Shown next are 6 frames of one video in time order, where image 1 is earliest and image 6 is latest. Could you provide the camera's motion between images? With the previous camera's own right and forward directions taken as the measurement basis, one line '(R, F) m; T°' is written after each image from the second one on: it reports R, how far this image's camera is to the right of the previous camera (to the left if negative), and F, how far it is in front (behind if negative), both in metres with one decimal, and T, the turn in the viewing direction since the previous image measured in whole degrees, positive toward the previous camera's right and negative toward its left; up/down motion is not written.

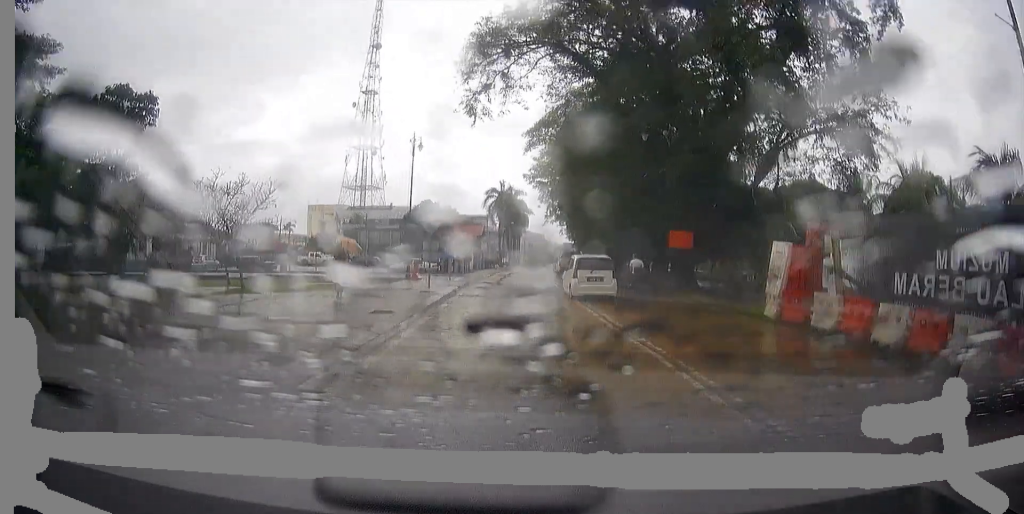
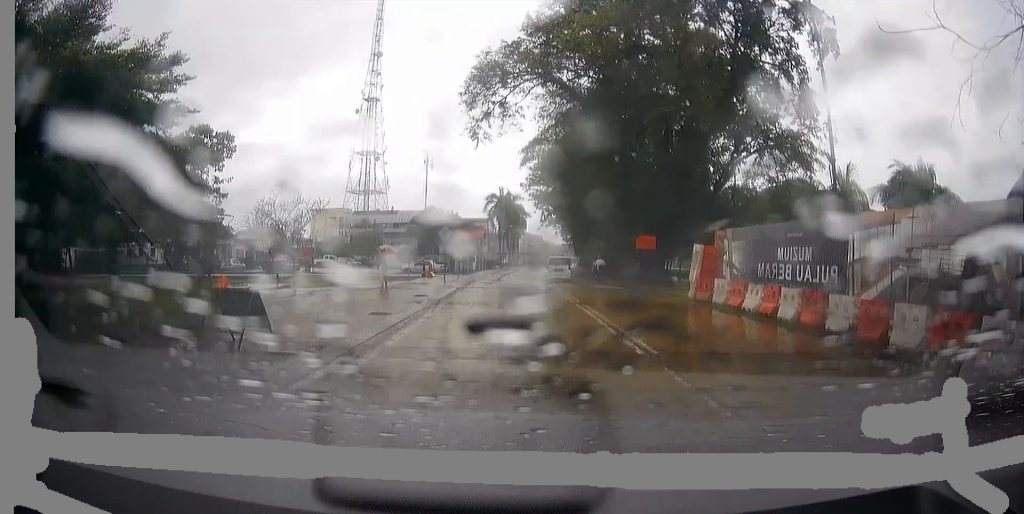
(+0.2, +6.7) m; +1°
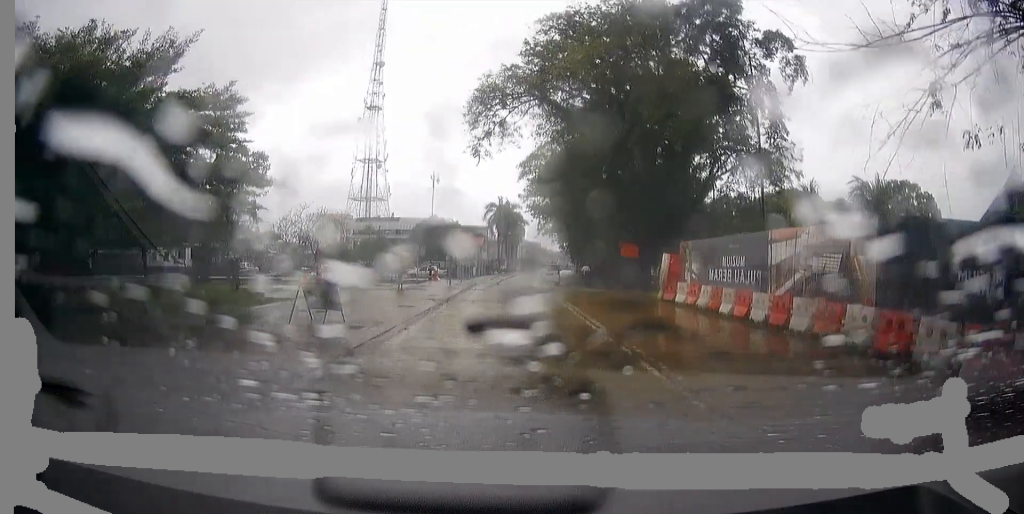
(+0.1, +4.0) m; 0°
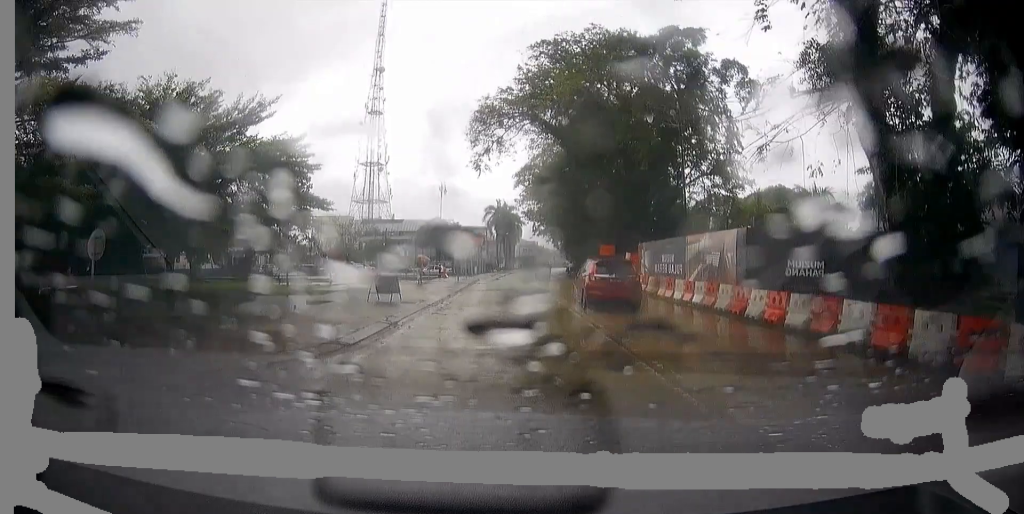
(-0.1, +6.9) m; -1°
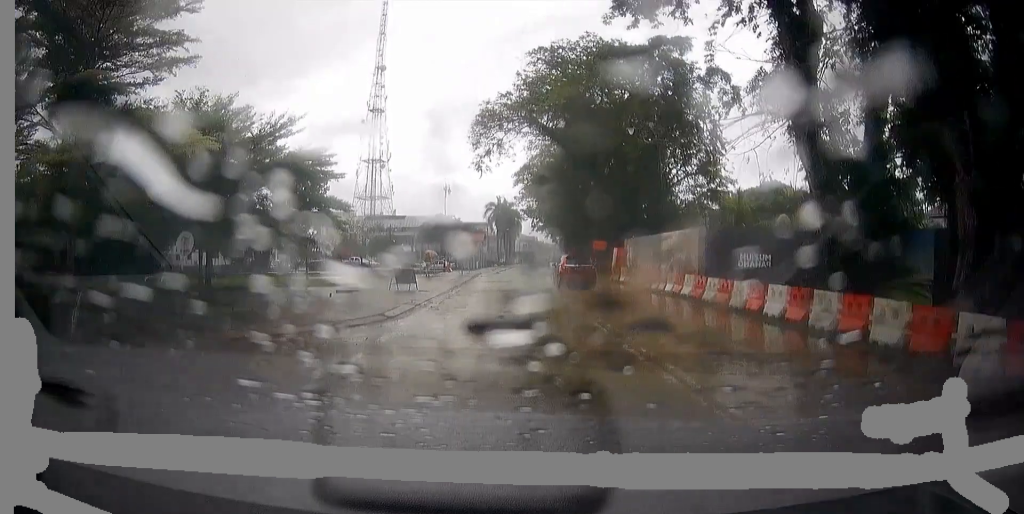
(0.0, +3.9) m; 0°
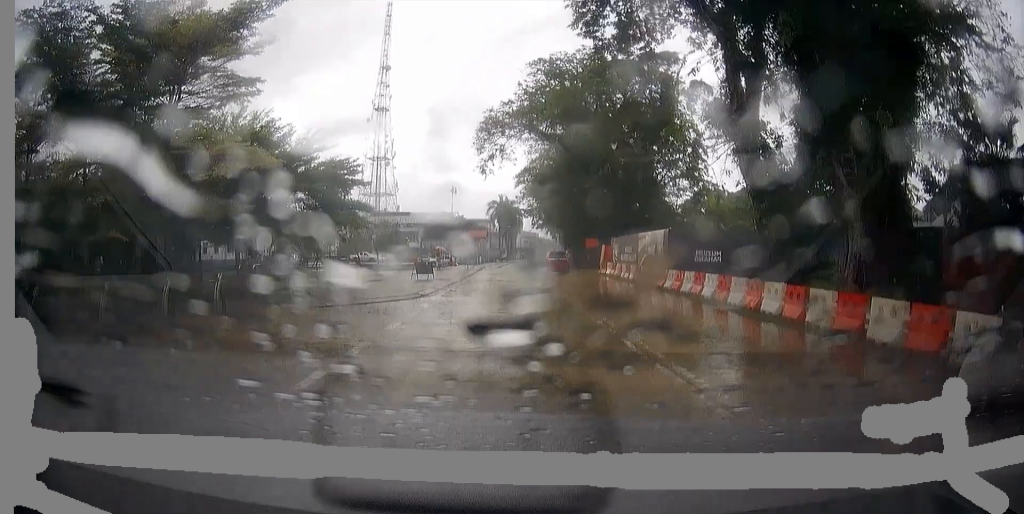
(0.0, +5.0) m; 0°
